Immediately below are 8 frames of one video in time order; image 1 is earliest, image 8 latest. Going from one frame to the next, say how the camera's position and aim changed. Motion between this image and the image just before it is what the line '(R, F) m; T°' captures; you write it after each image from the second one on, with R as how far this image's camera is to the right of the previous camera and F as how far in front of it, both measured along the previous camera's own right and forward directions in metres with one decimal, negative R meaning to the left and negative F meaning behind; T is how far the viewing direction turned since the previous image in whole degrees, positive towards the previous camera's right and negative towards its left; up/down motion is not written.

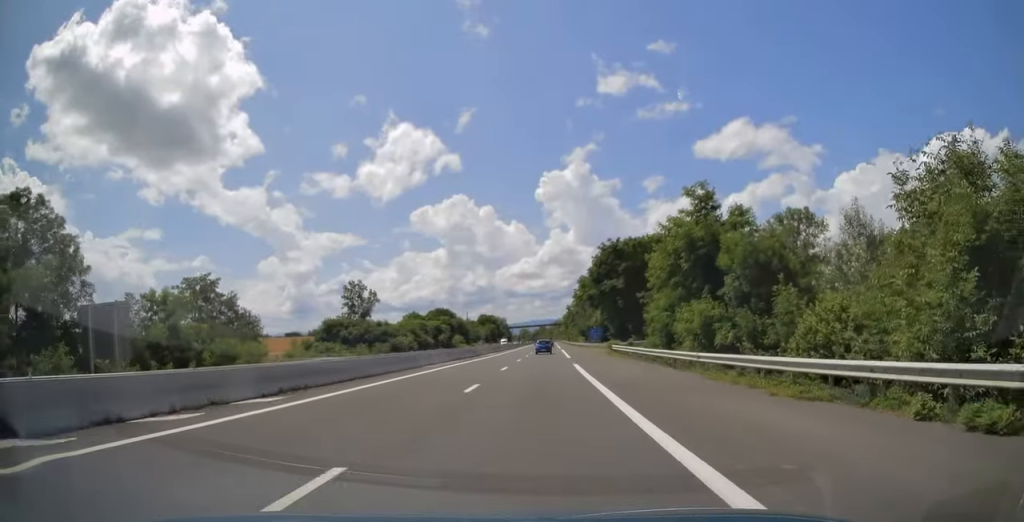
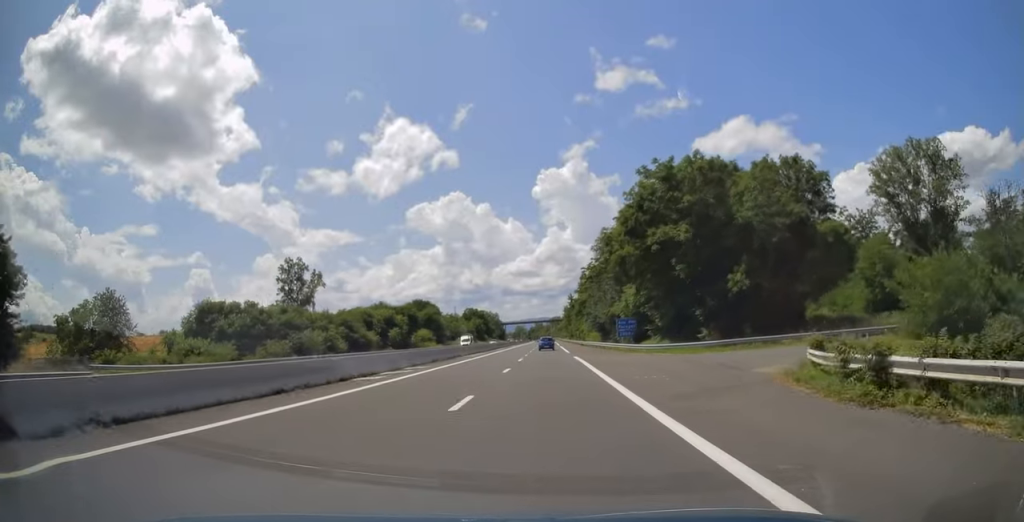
(+0.1, +43.3) m; 0°
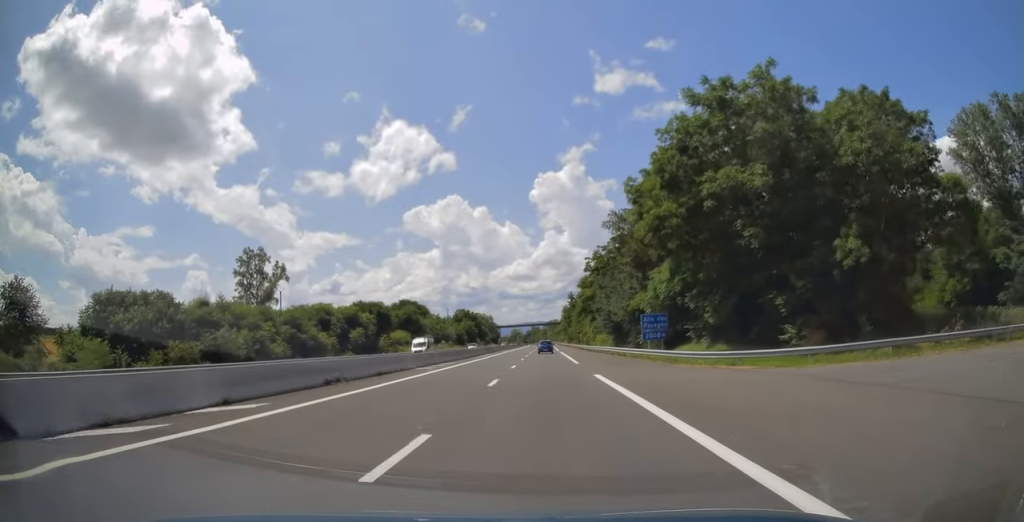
(-0.1, +18.7) m; 0°
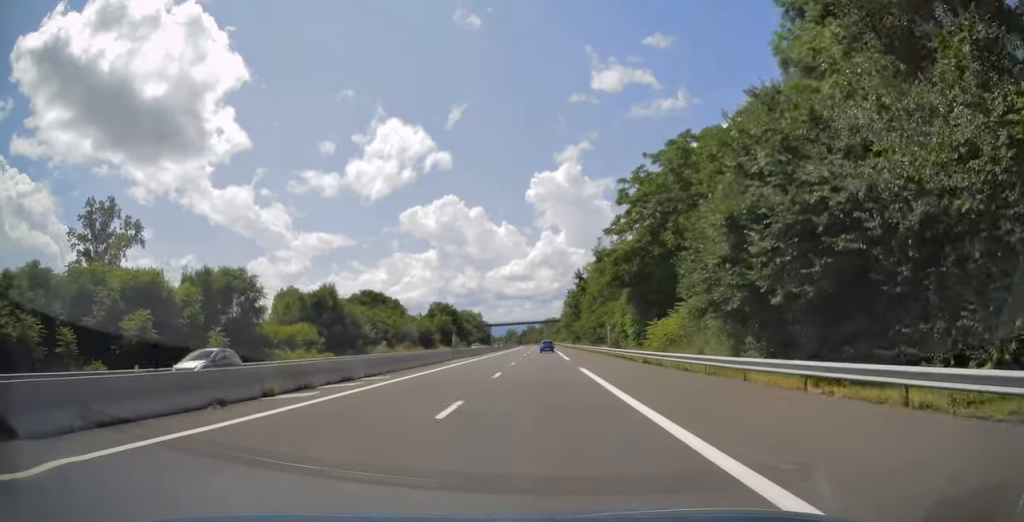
(+0.4, +46.5) m; 0°
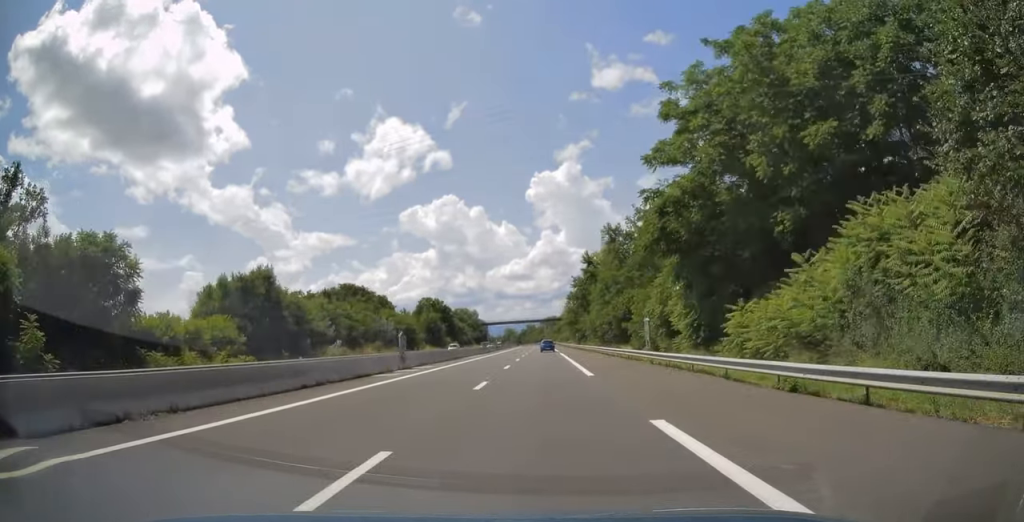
(-0.3, +19.2) m; 0°
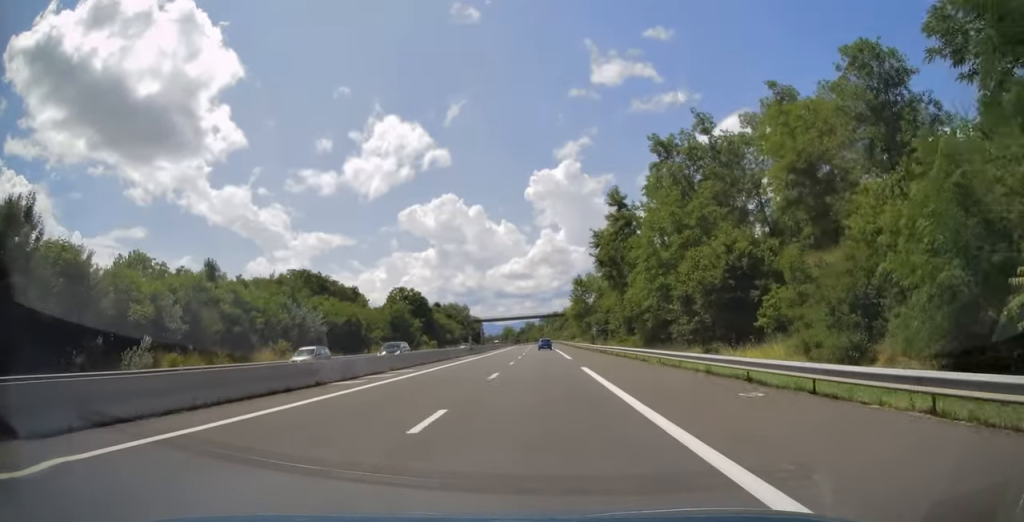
(+0.3, +34.2) m; 0°
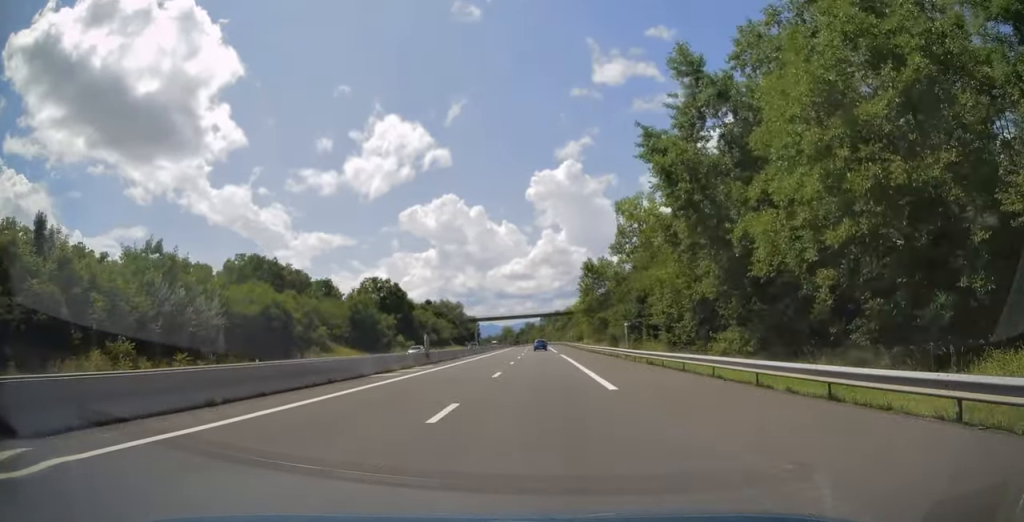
(-0.2, +24.6) m; 0°
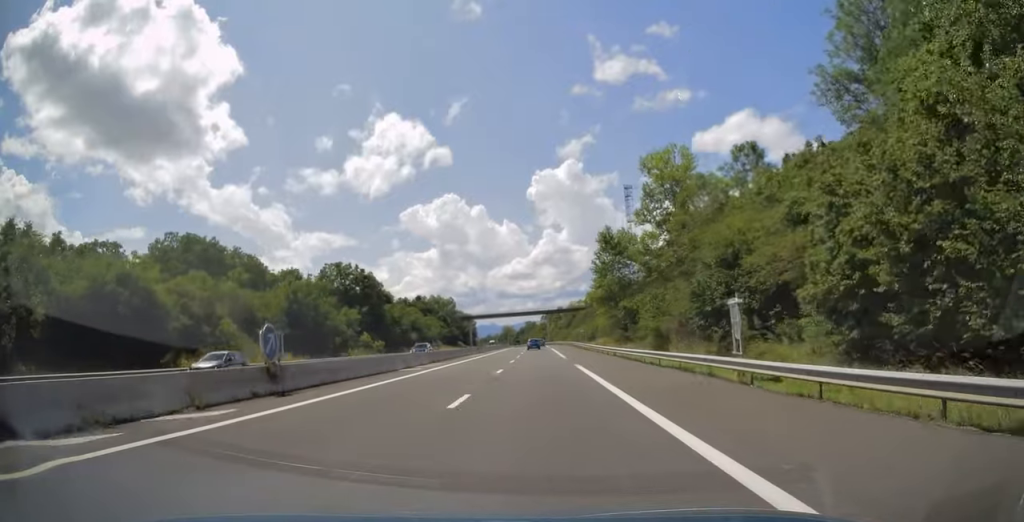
(0.0, +23.5) m; 0°
